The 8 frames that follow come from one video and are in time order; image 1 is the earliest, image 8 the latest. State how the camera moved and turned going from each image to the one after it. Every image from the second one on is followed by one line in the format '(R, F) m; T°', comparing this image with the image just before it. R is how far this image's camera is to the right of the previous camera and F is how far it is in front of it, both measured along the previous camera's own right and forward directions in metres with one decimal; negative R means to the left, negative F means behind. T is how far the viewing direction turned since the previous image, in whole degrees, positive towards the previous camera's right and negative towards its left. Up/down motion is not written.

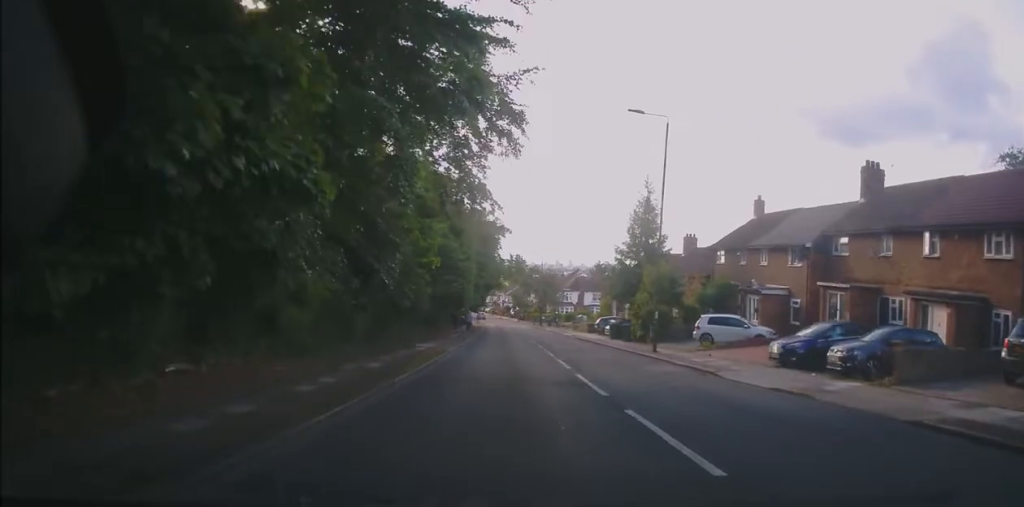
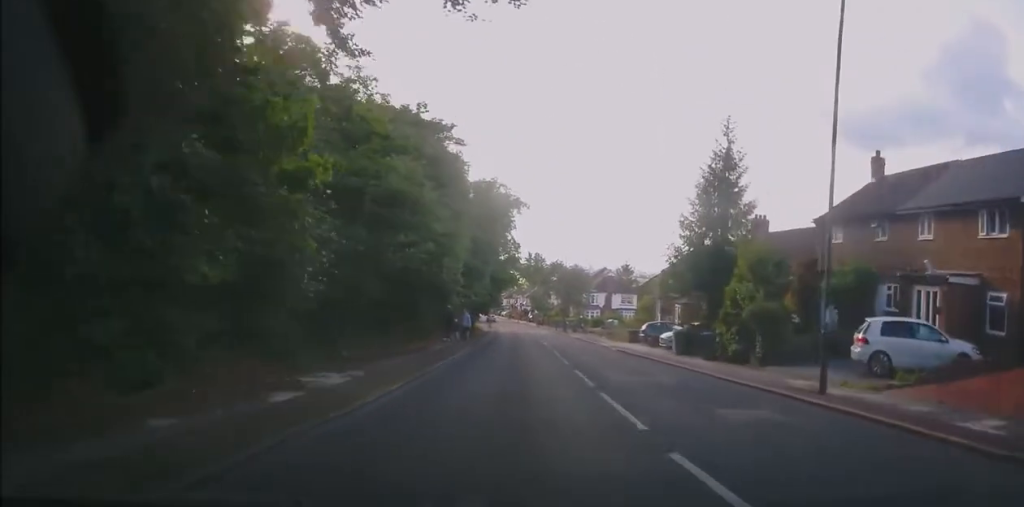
(-0.4, +13.6) m; -3°
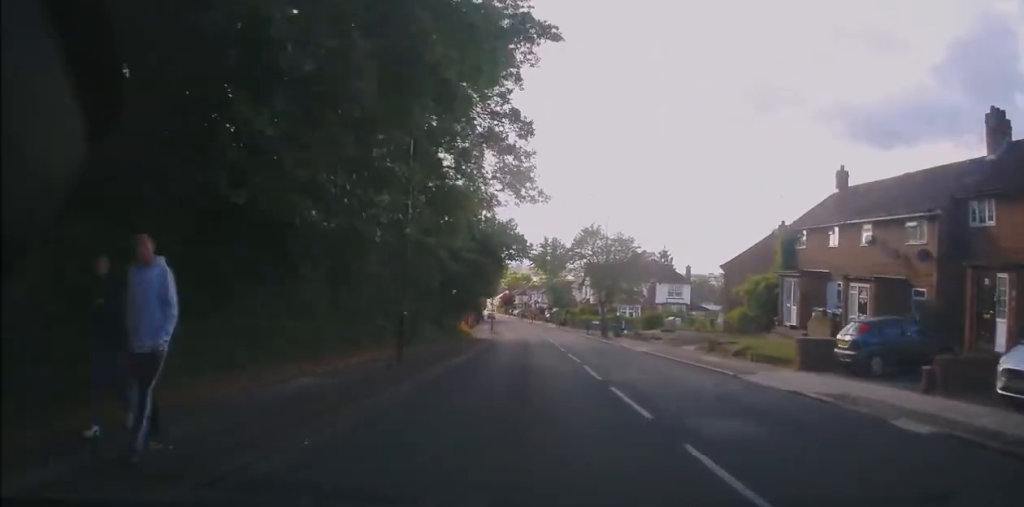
(-1.2, +26.0) m; -4°
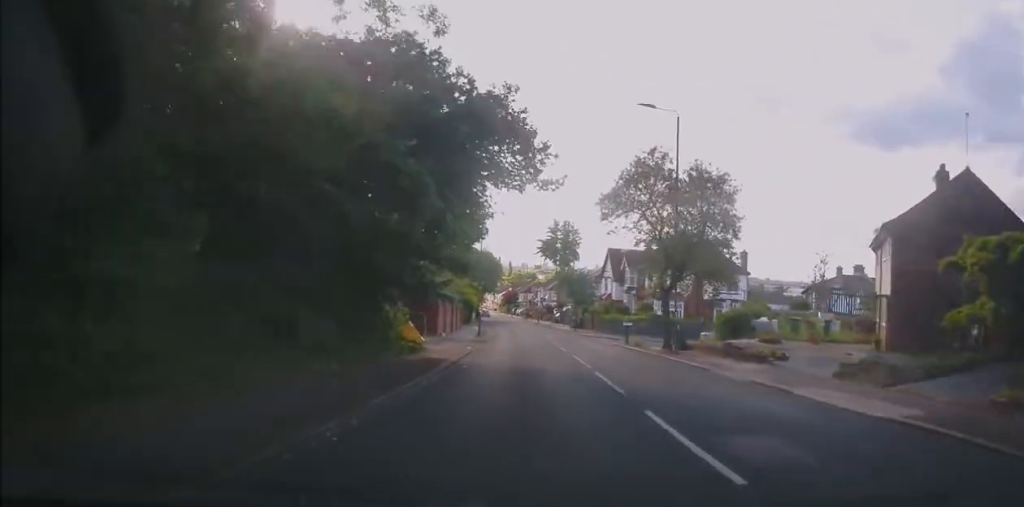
(0.0, +19.8) m; -1°
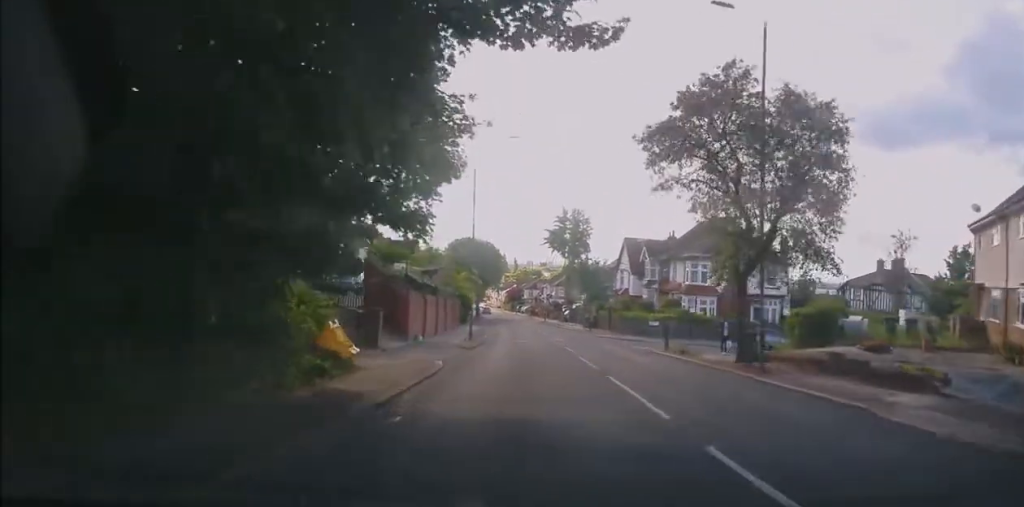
(-0.1, +8.9) m; -1°
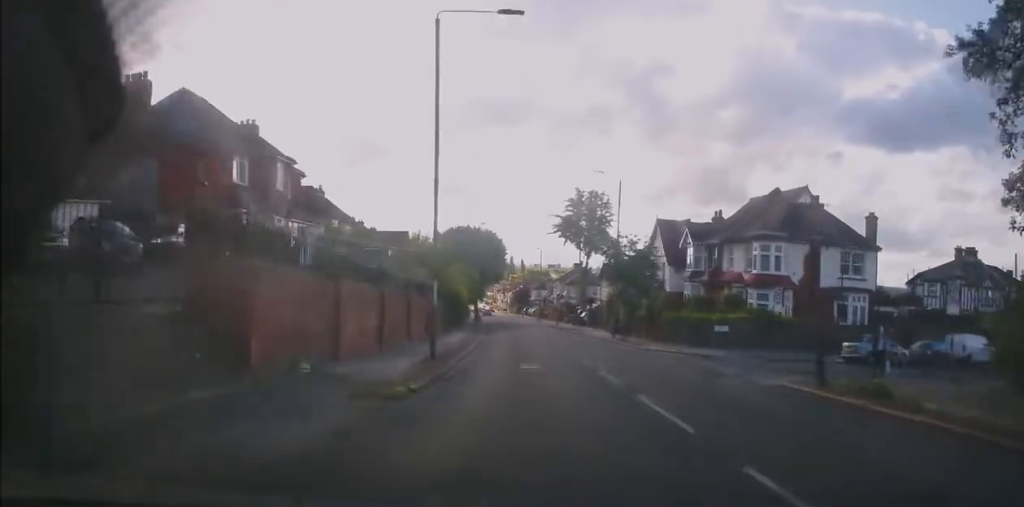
(-0.2, +13.8) m; -2°
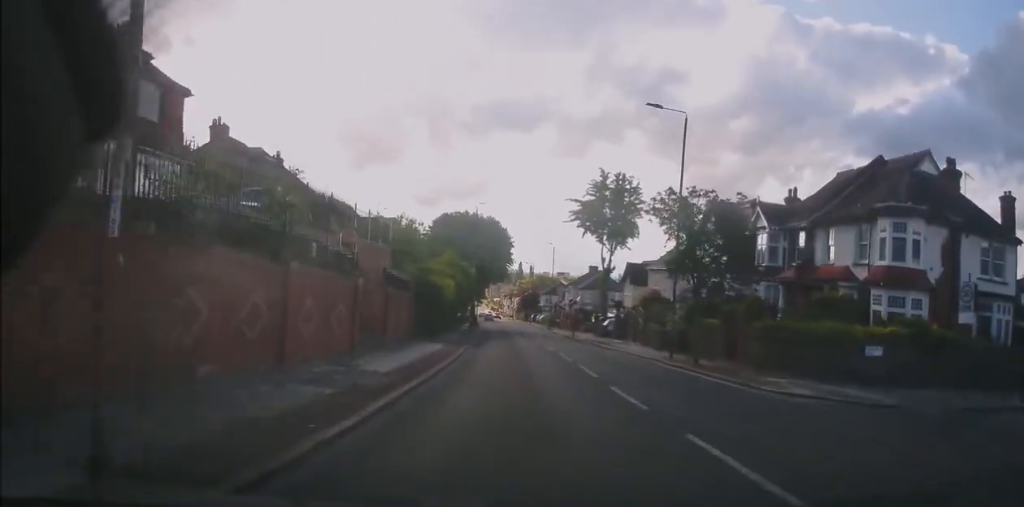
(-0.2, +13.4) m; -1°
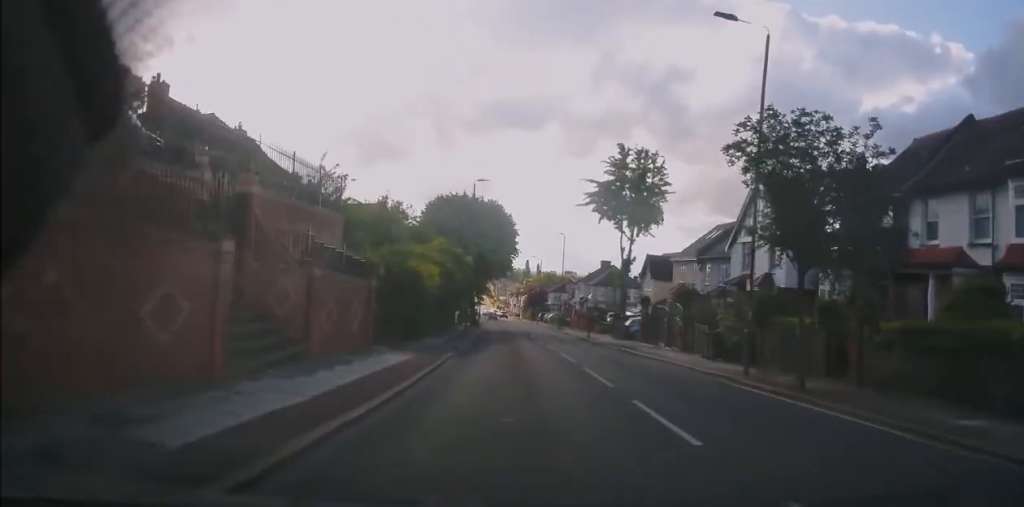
(+0.1, +8.0) m; -1°
